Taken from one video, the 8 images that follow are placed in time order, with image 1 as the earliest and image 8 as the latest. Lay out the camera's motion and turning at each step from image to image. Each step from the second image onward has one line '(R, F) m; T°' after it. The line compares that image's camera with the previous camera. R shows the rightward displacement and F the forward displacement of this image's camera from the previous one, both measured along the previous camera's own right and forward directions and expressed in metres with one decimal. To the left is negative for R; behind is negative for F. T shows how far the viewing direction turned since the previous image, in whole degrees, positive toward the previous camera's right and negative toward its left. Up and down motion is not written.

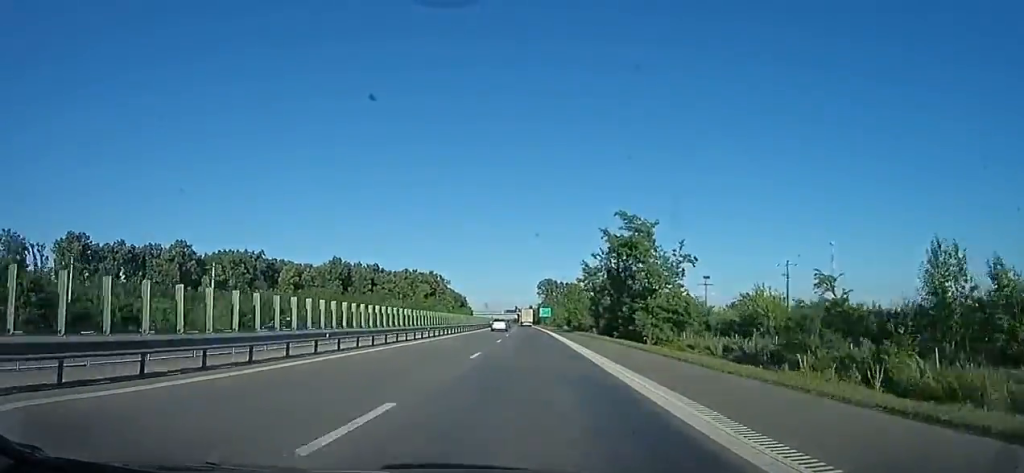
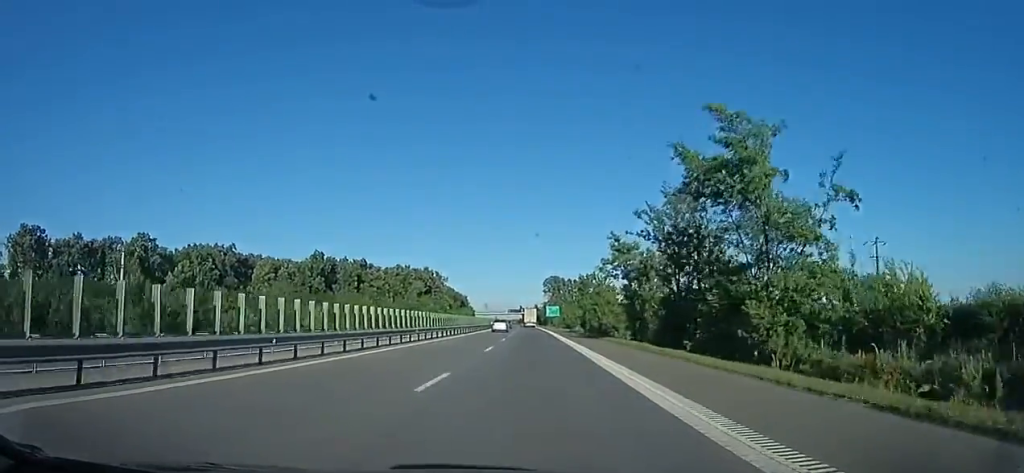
(-1.0, +19.6) m; -1°
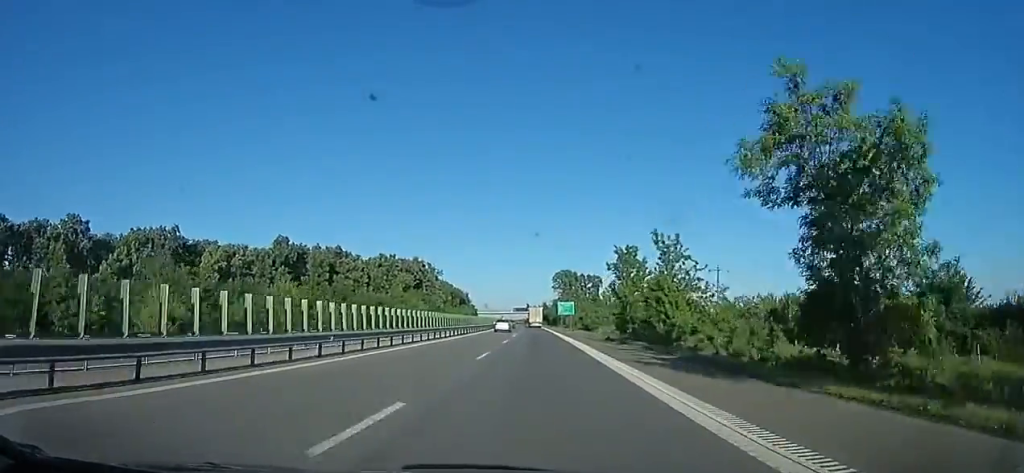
(-0.5, +28.7) m; -2°
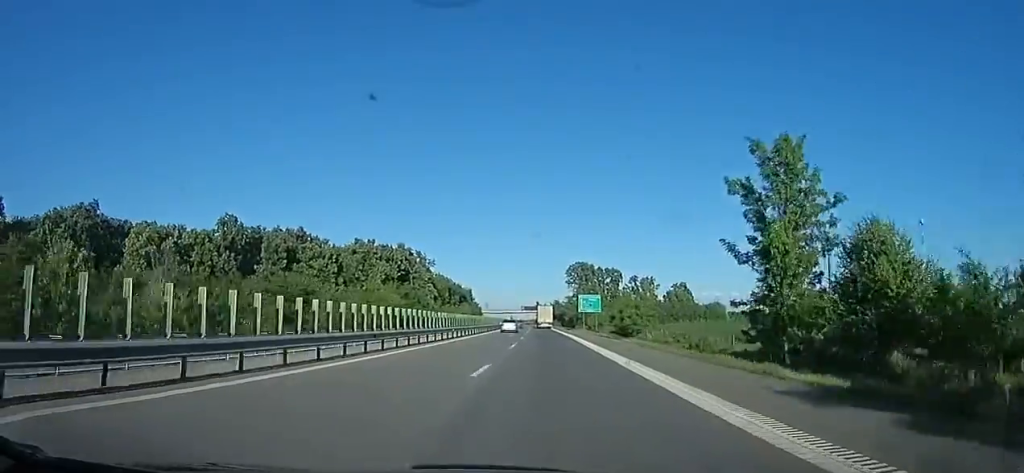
(-0.2, +29.2) m; -2°
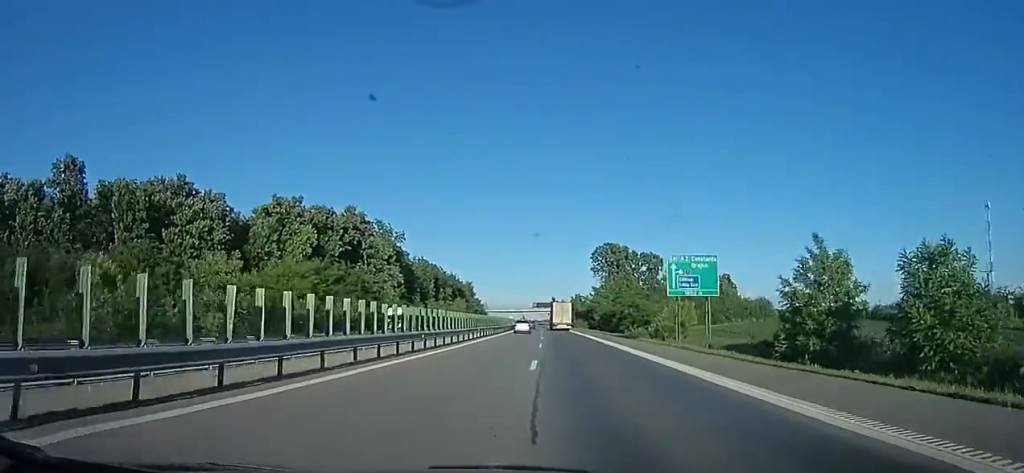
(-0.4, +46.5) m; 0°
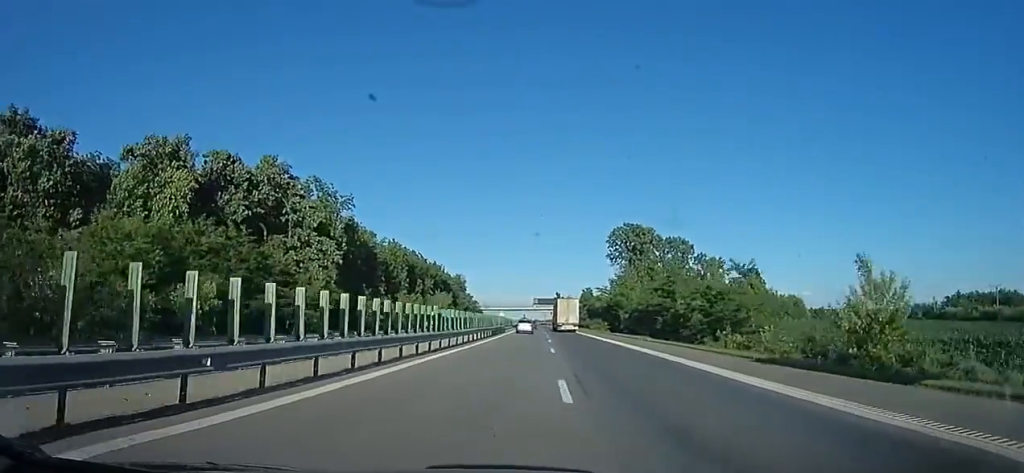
(-0.3, +30.5) m; 0°
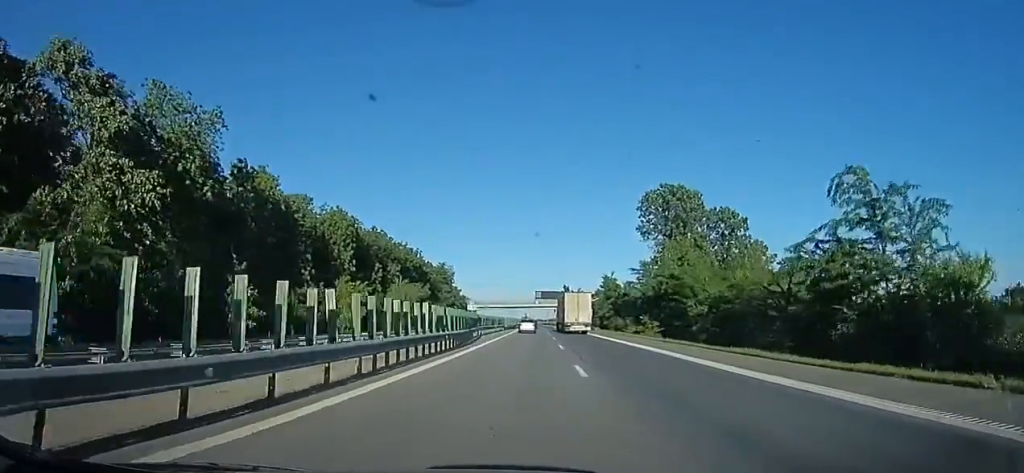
(0.0, +32.8) m; 0°
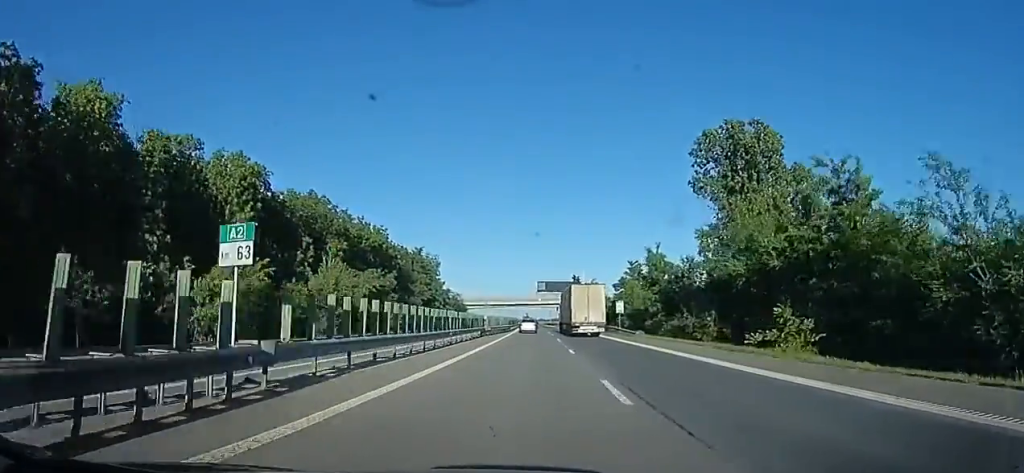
(+0.4, +28.0) m; 0°
